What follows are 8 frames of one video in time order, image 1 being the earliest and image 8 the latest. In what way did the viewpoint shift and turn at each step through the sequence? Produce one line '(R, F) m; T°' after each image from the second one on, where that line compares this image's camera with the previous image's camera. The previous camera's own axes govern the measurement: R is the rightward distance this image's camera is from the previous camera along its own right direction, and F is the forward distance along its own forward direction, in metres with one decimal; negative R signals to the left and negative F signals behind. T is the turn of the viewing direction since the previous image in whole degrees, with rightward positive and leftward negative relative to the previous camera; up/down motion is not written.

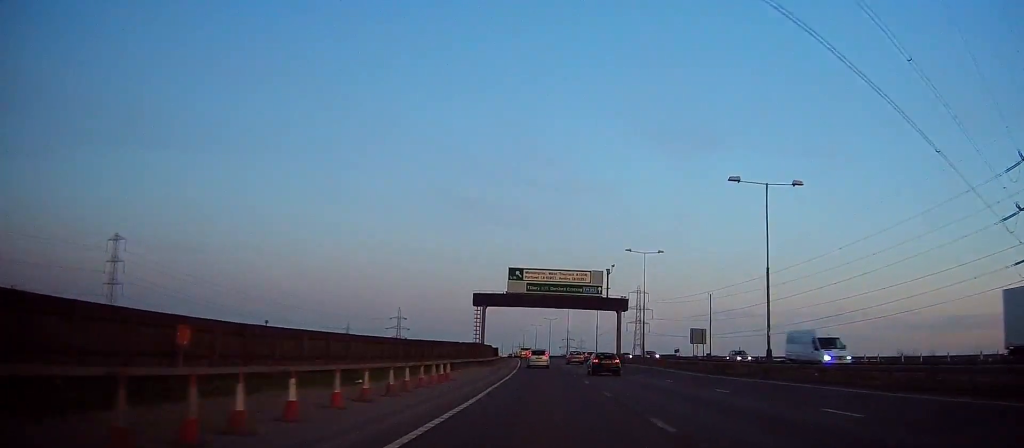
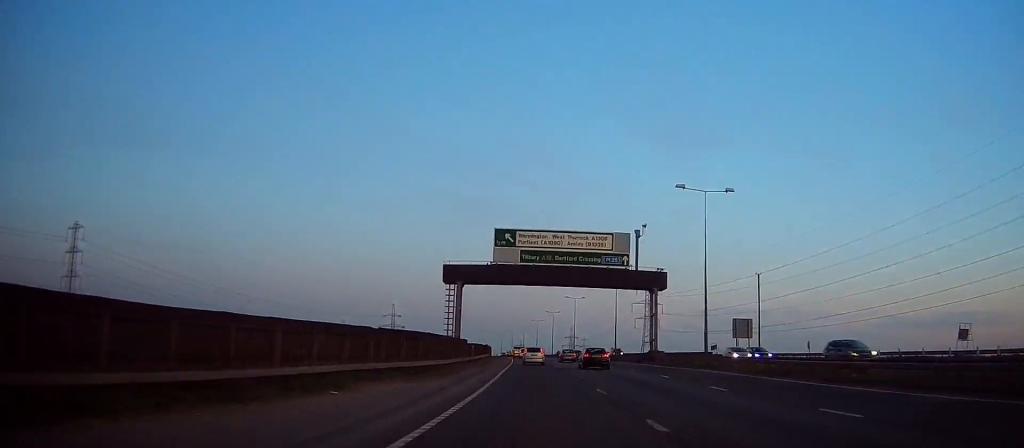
(0.0, +27.1) m; 0°
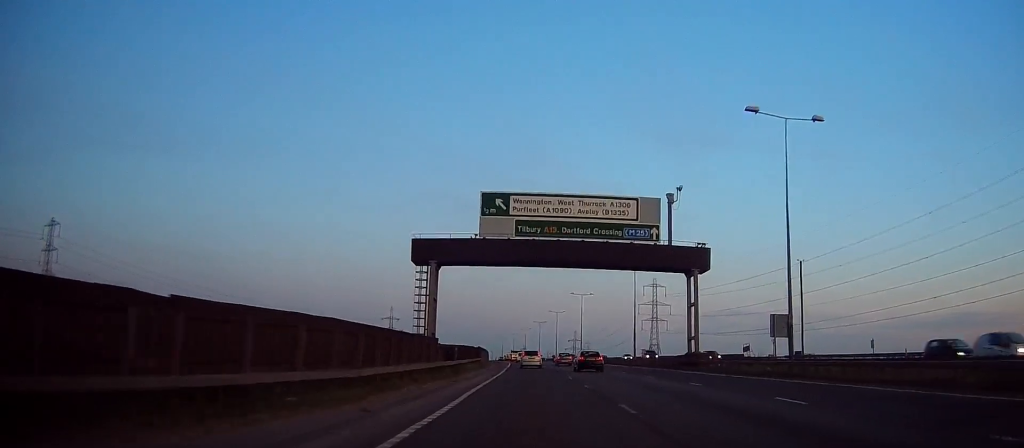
(0.0, +15.4) m; 0°
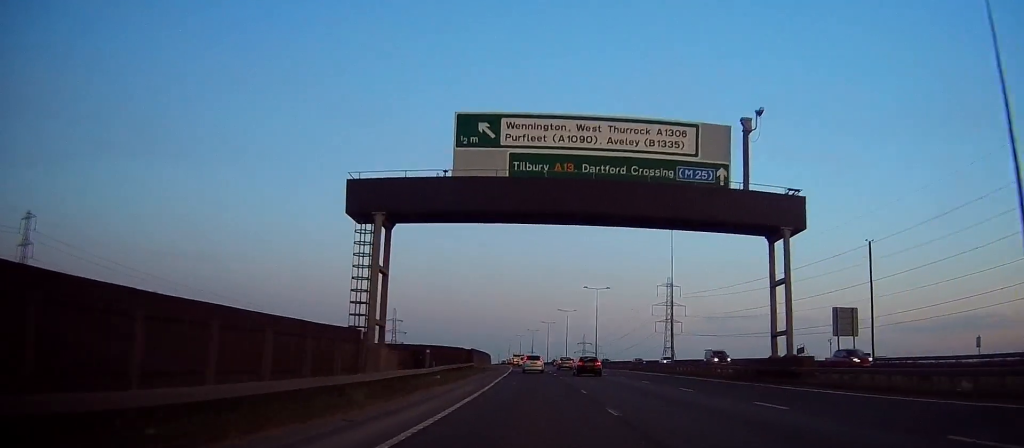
(+0.2, +16.7) m; 0°
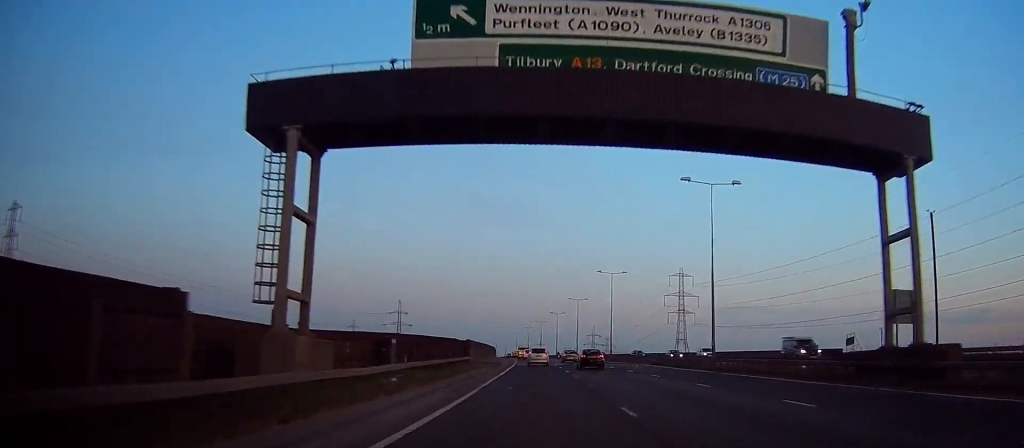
(-0.2, +10.6) m; -1°
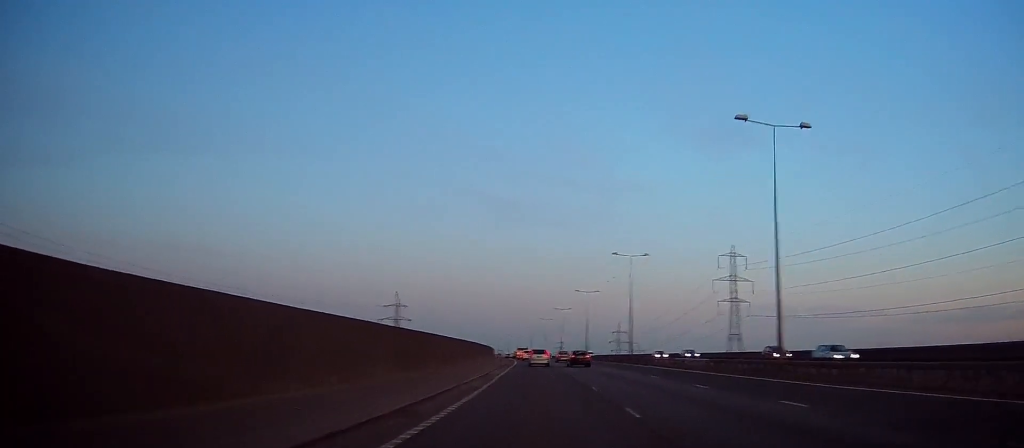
(-1.5, +62.3) m; -2°
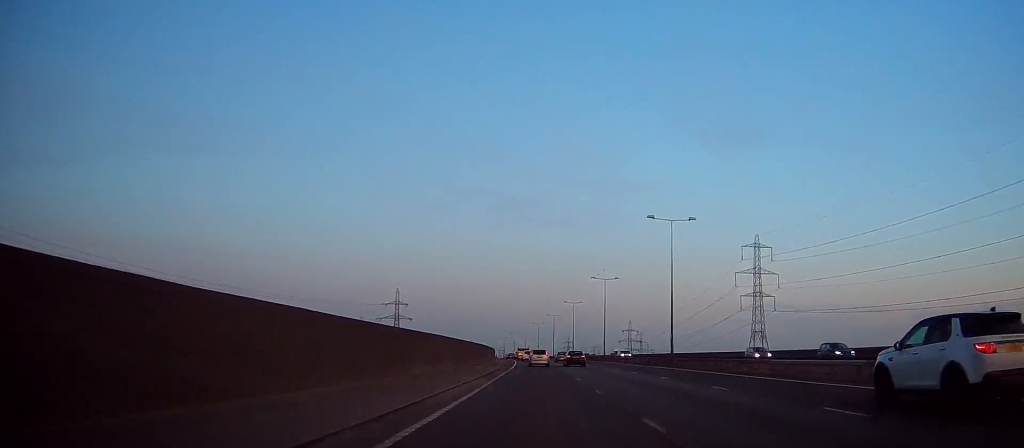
(-0.1, +20.6) m; -1°
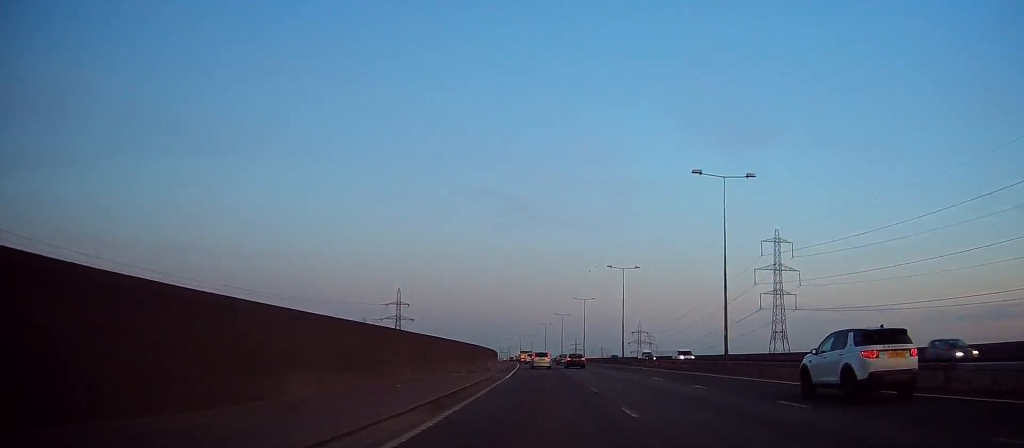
(-0.2, +14.9) m; 0°
